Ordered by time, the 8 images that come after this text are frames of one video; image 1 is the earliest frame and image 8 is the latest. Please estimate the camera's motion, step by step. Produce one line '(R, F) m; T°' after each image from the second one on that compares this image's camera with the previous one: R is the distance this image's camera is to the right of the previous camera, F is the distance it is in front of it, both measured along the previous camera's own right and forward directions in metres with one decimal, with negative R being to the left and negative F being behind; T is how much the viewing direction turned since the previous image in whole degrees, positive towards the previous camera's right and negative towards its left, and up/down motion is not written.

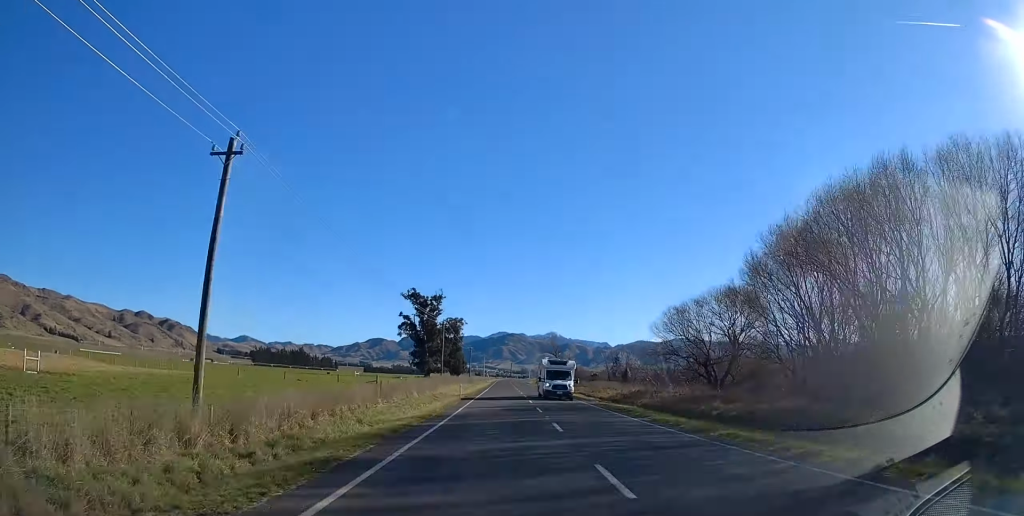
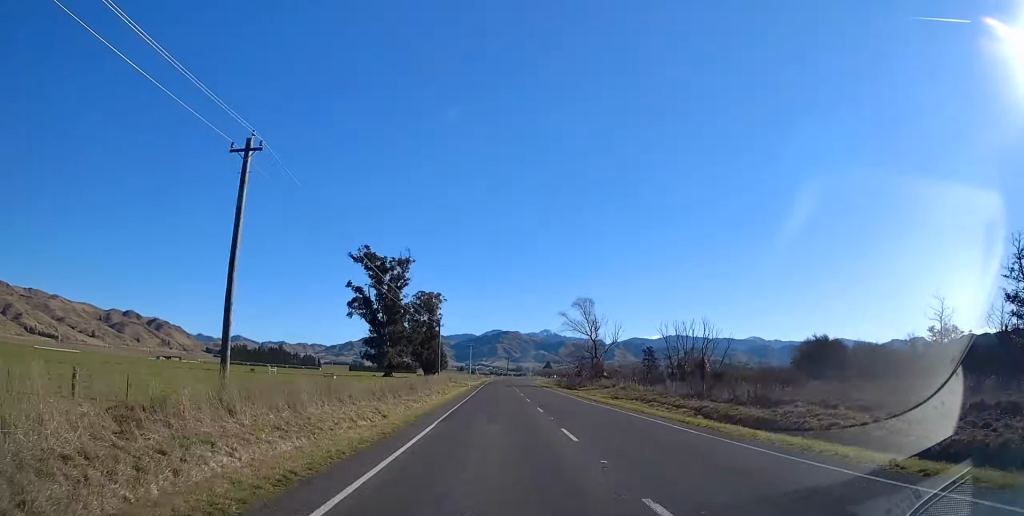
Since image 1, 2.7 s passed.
(-0.2, +73.1) m; 0°
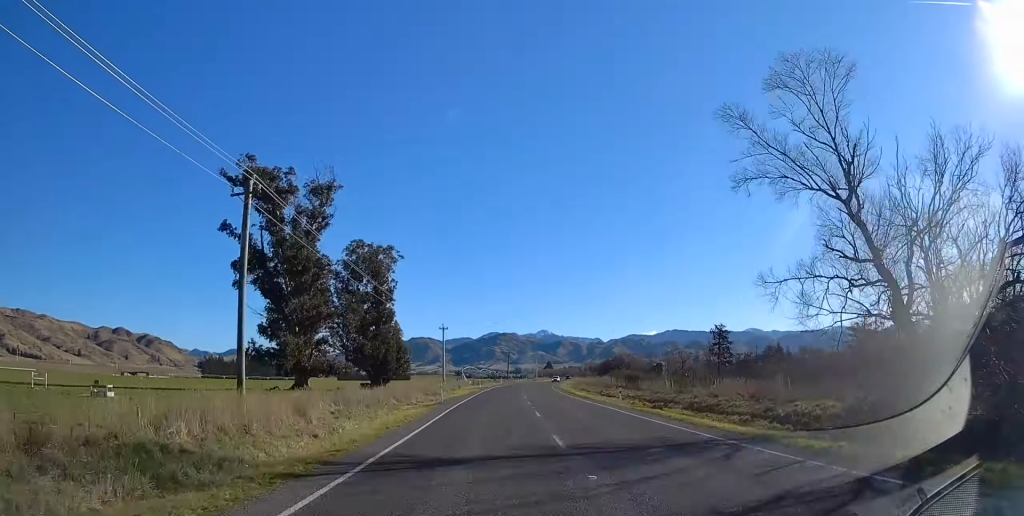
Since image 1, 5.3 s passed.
(-0.2, +73.0) m; +1°
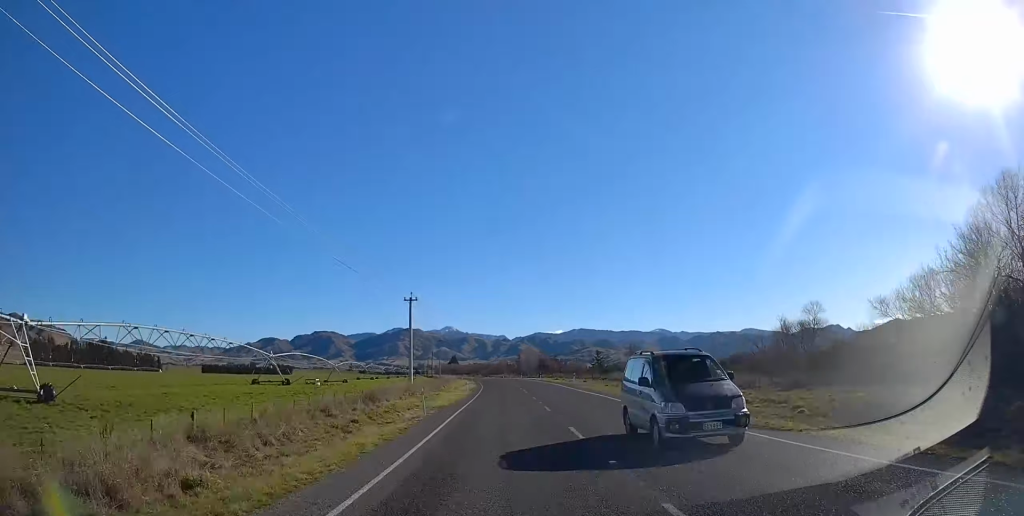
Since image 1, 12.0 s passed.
(+10.4, +182.2) m; +4°
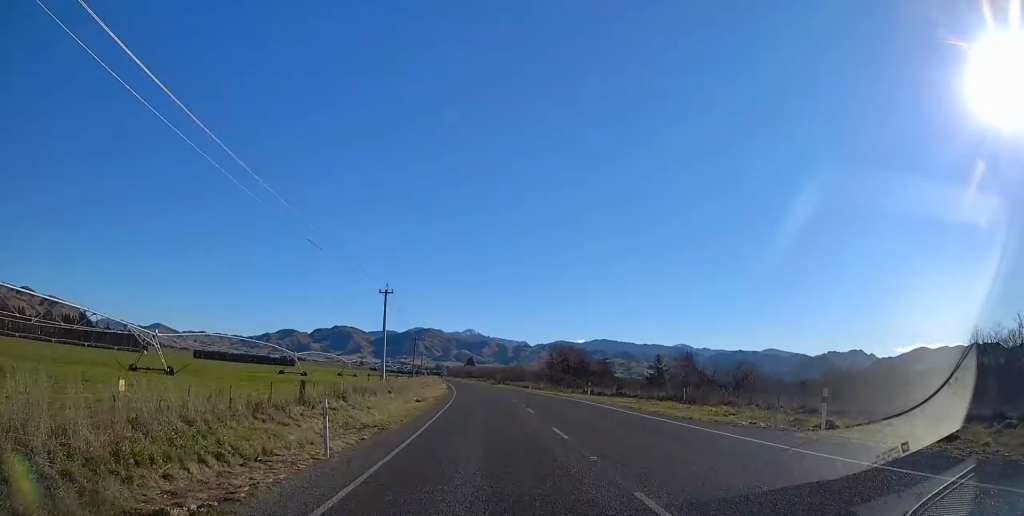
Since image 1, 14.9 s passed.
(0.0, +80.3) m; -1°
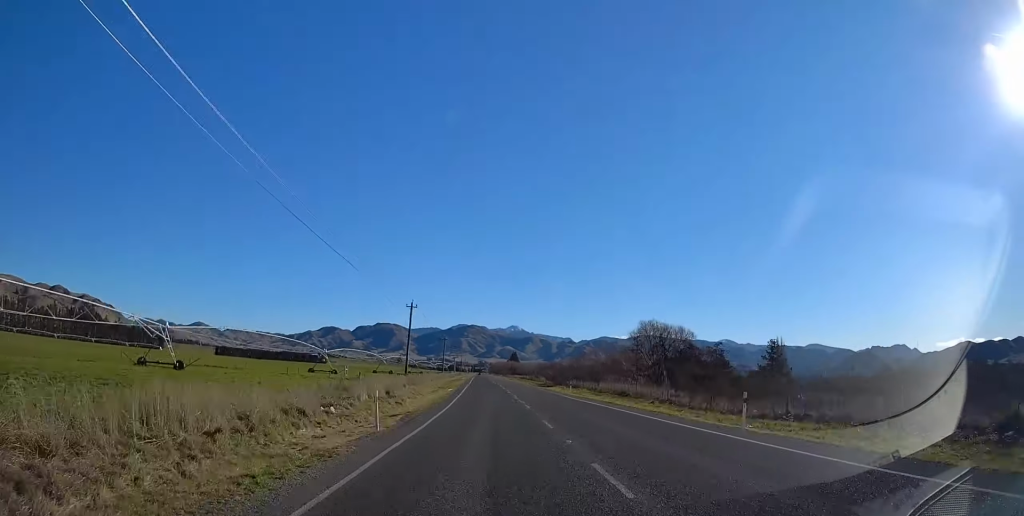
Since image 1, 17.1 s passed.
(0.0, +58.4) m; -2°
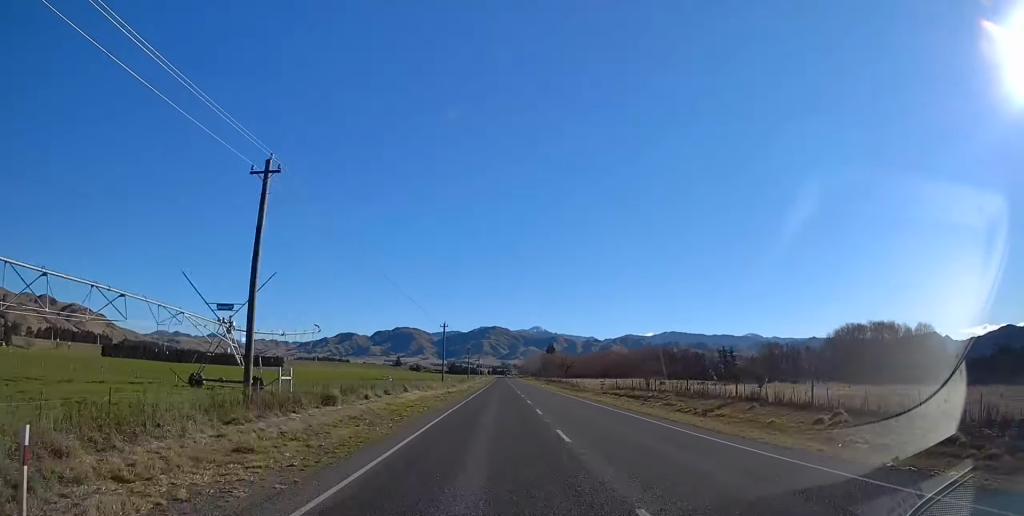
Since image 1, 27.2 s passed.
(-9.3, +277.6) m; -2°
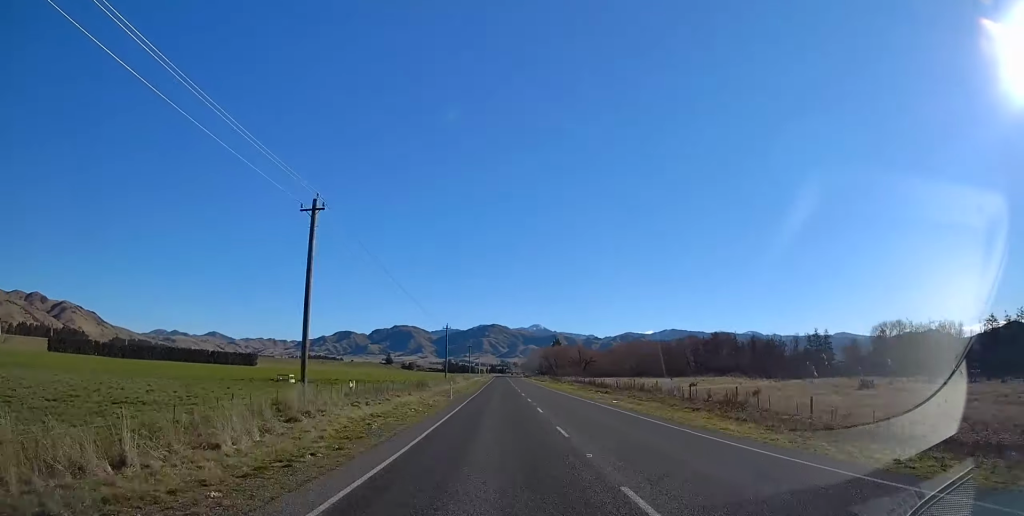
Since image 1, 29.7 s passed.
(-0.1, +69.3) m; 0°
